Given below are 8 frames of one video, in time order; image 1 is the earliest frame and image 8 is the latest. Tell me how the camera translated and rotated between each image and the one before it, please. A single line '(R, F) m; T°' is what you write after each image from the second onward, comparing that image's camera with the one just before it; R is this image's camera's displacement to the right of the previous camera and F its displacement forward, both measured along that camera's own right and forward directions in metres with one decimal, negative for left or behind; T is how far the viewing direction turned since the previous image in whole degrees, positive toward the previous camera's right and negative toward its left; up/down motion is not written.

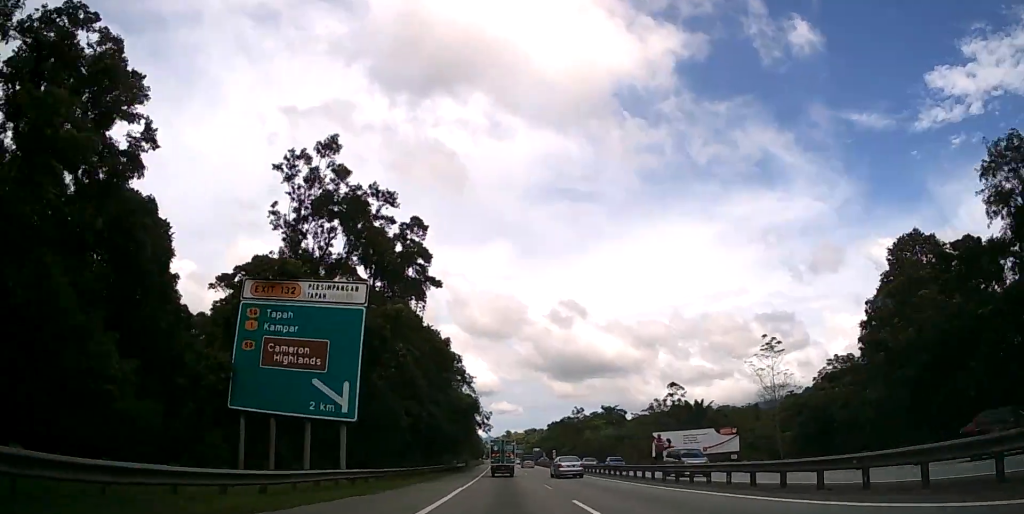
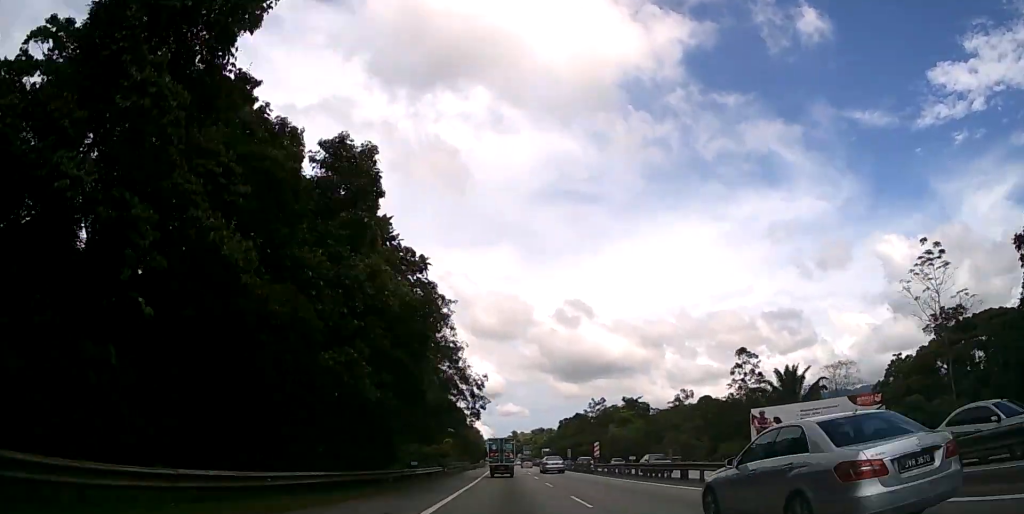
(-0.2, +32.6) m; 0°
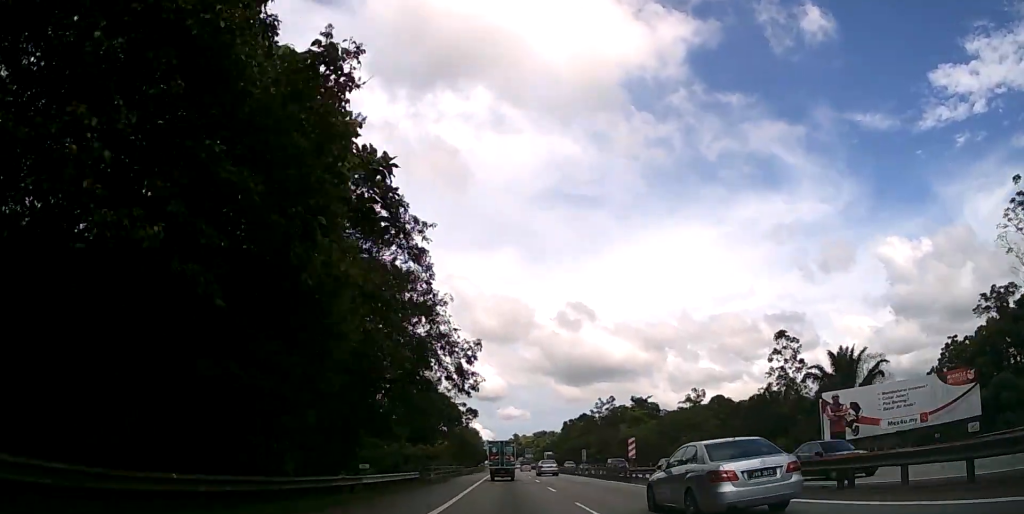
(0.0, +12.3) m; 0°
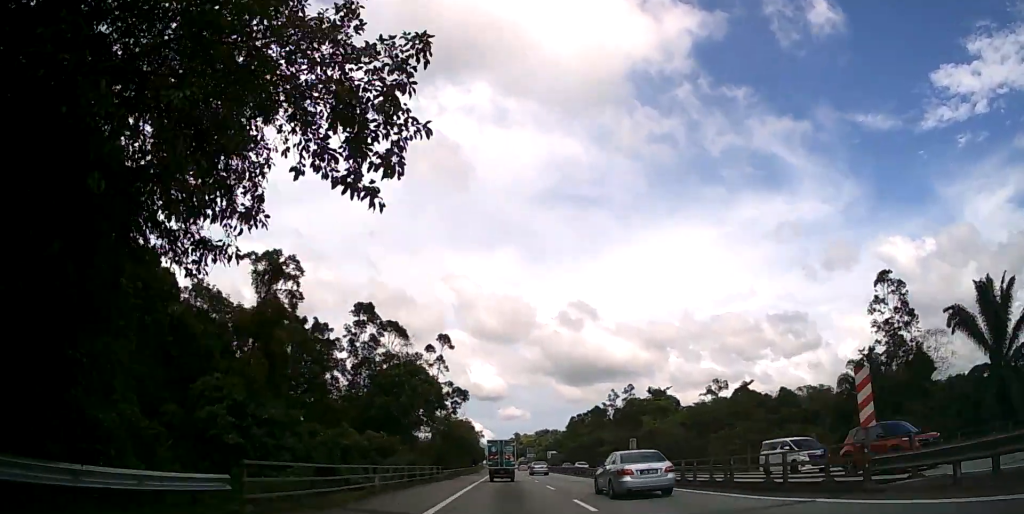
(-0.1, +22.6) m; 0°
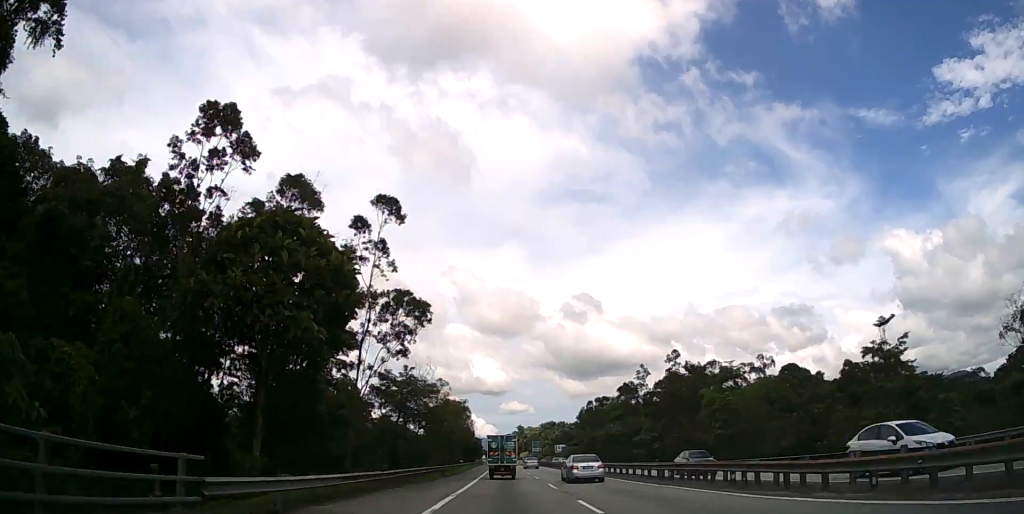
(-0.1, +34.8) m; 0°
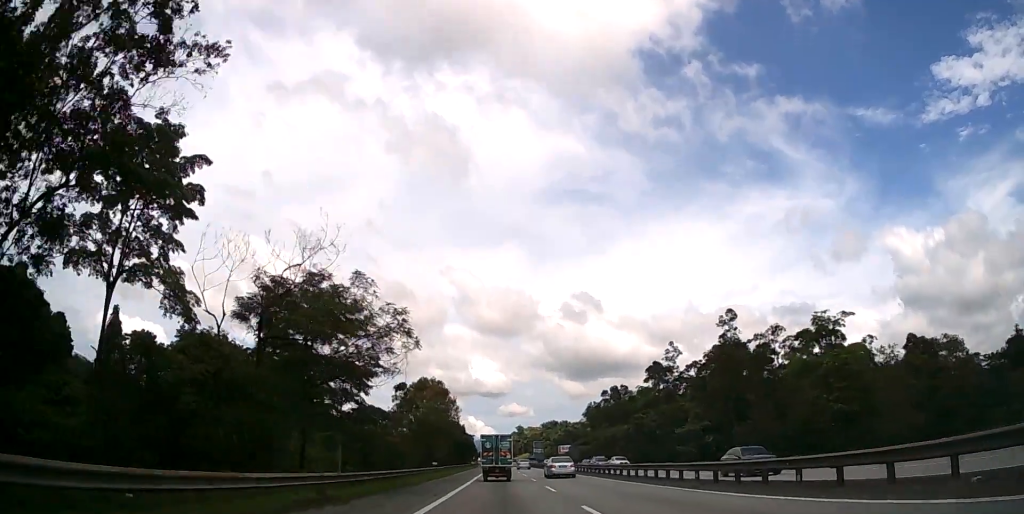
(-0.1, +26.3) m; 0°
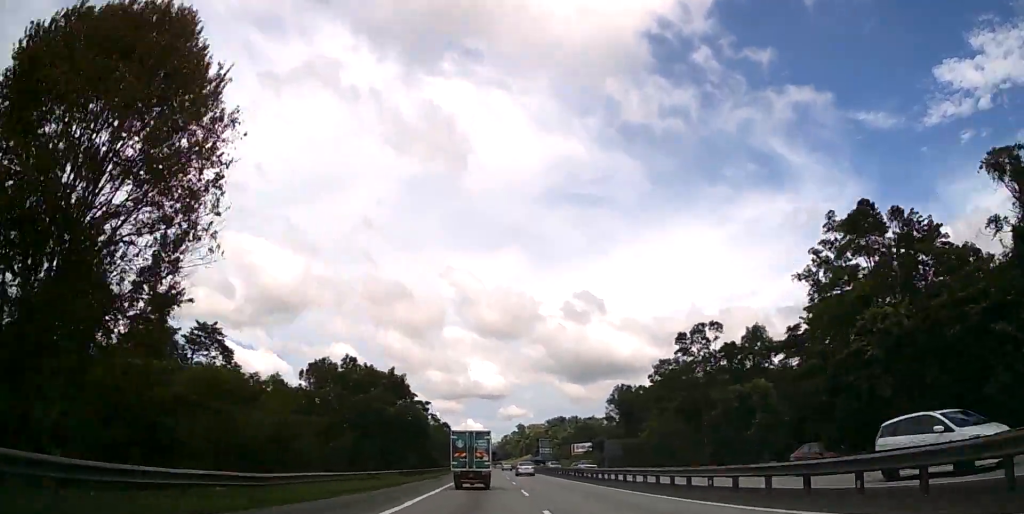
(+0.1, +59.0) m; 0°
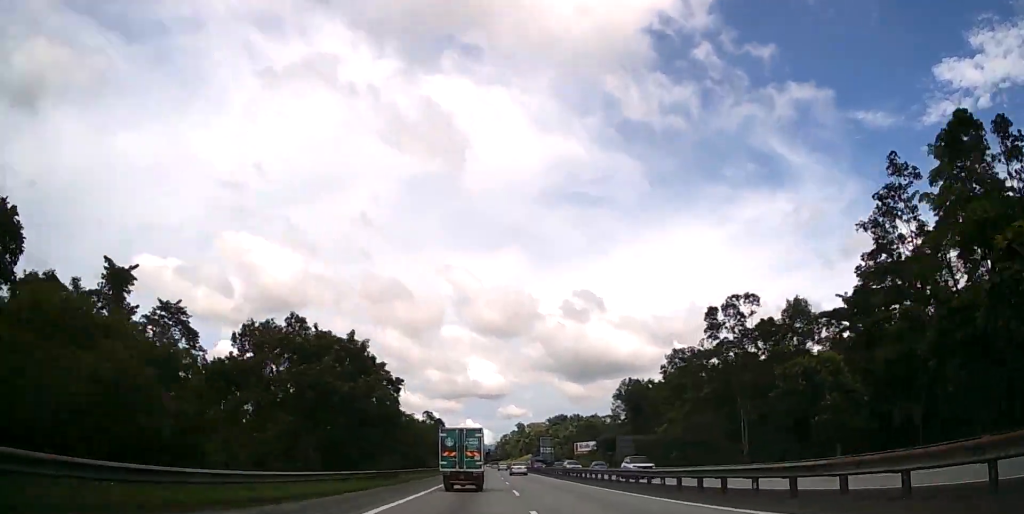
(0.0, +11.5) m; 0°
